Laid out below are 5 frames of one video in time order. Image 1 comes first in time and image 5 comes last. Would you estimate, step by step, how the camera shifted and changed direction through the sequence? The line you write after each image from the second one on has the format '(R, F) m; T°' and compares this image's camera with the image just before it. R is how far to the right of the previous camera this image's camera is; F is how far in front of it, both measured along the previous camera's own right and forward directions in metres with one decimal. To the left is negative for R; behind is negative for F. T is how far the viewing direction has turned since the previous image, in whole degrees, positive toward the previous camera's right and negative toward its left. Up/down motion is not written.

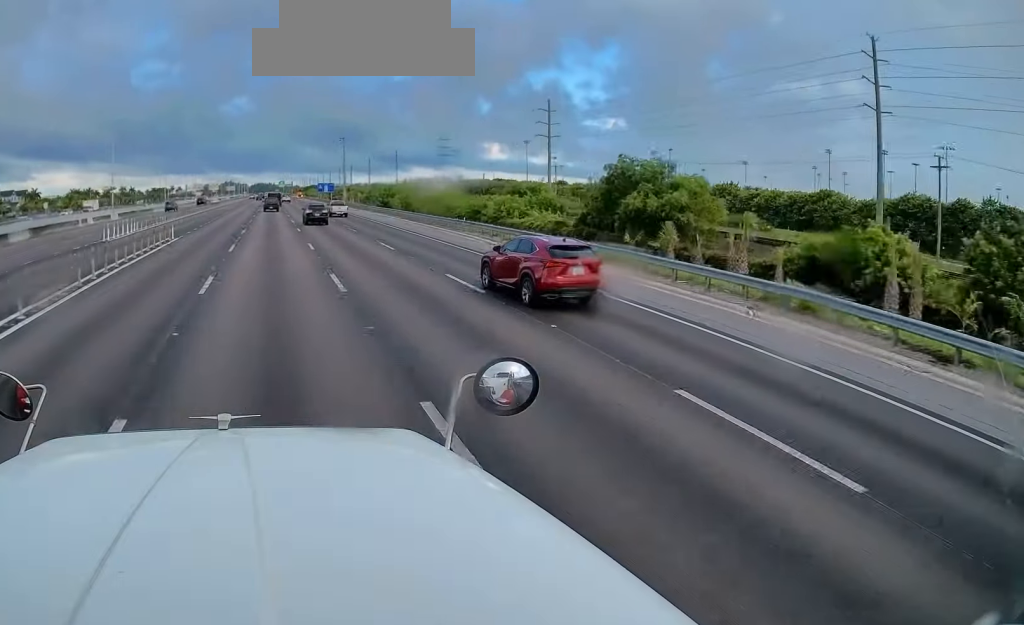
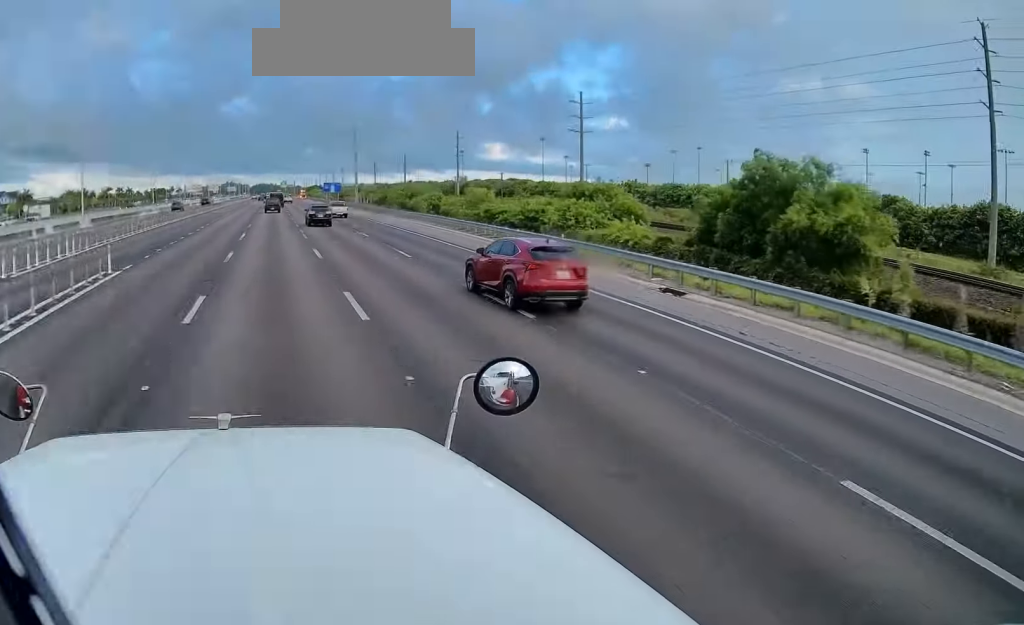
(+0.2, +15.6) m; 0°
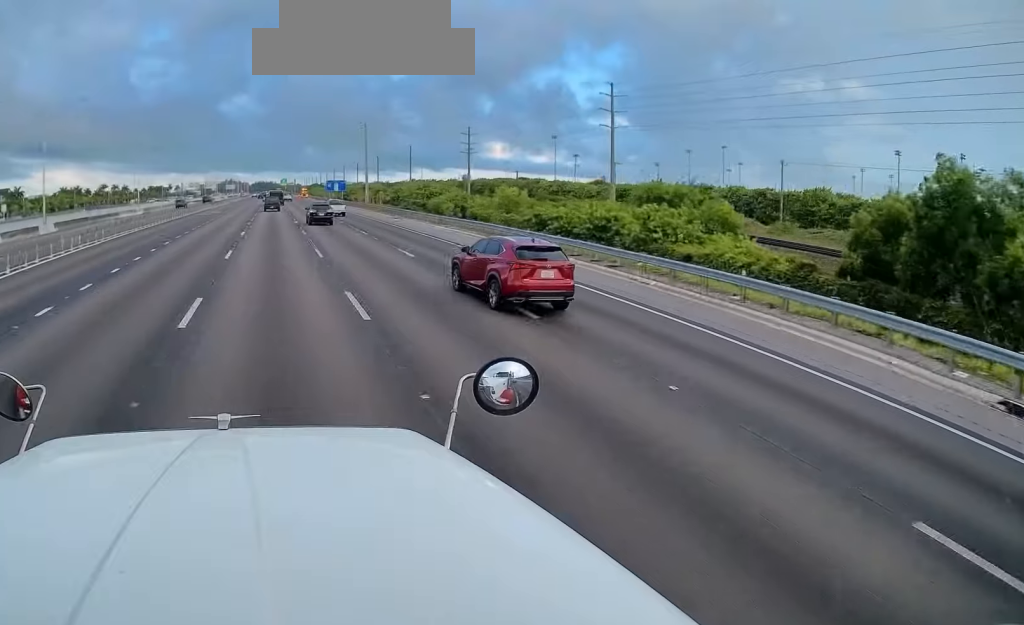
(-0.1, +12.9) m; 0°
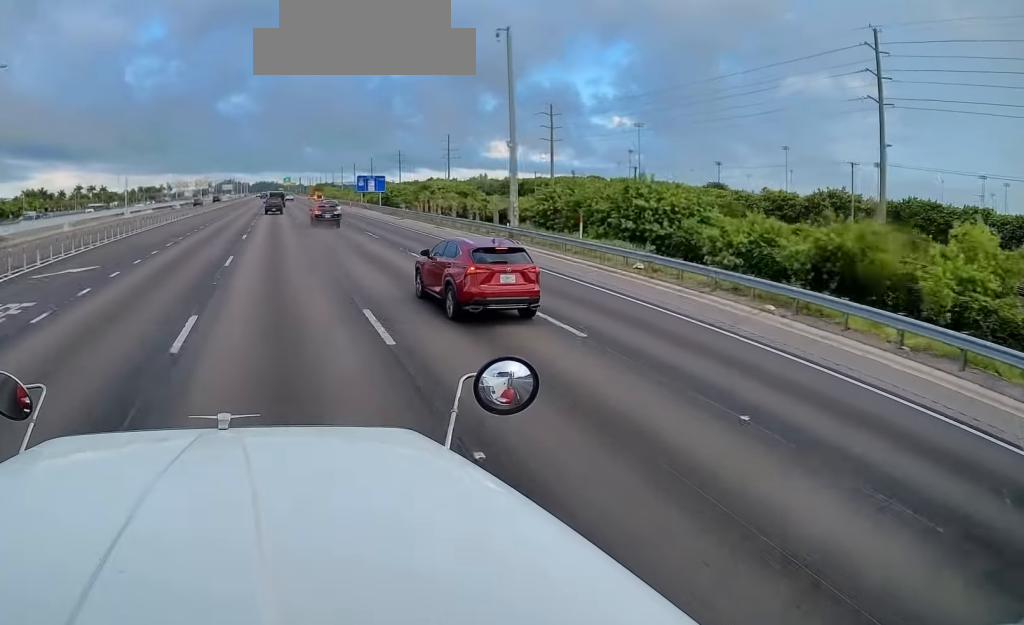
(-0.2, +63.2) m; +1°
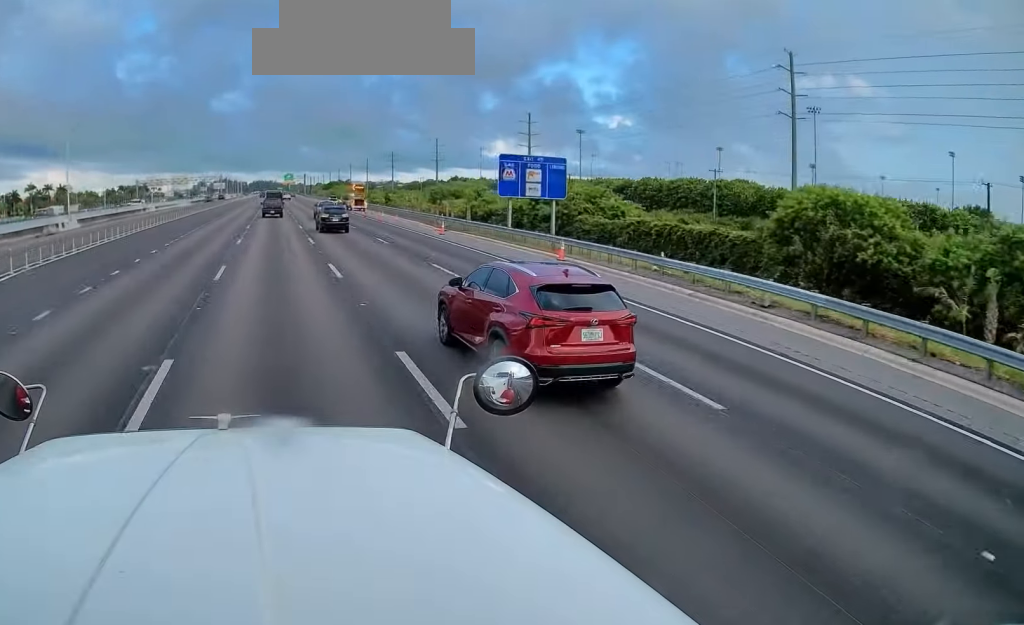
(+0.5, +77.5) m; 0°
